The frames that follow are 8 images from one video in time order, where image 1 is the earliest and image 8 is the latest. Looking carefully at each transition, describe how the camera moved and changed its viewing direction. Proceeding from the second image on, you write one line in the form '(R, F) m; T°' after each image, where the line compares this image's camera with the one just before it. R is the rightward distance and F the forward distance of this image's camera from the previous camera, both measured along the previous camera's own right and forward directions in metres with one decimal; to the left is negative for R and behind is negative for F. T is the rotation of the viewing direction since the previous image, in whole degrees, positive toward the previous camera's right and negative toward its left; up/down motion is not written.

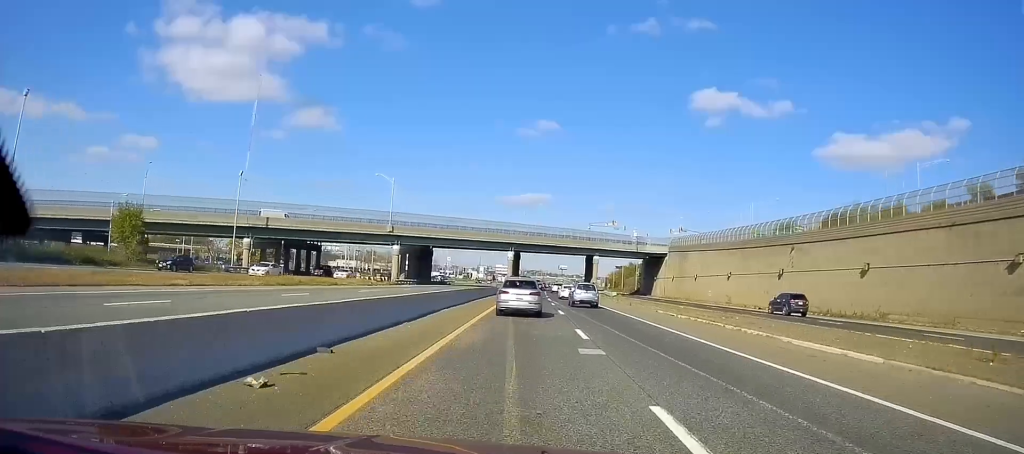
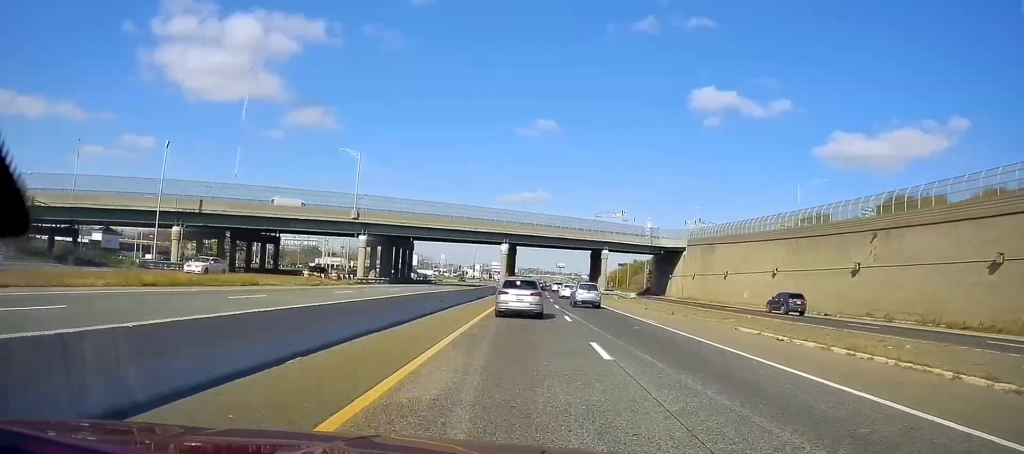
(0.0, +17.2) m; 0°
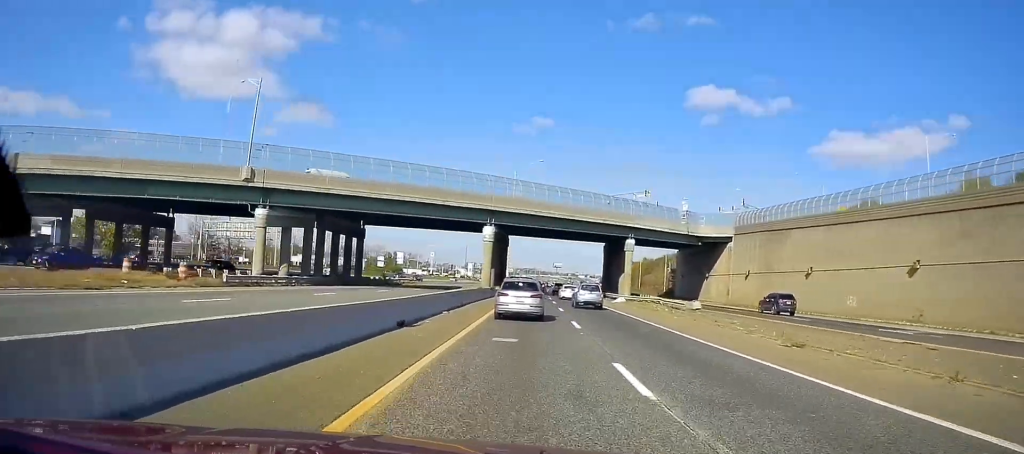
(+0.4, +28.1) m; +1°
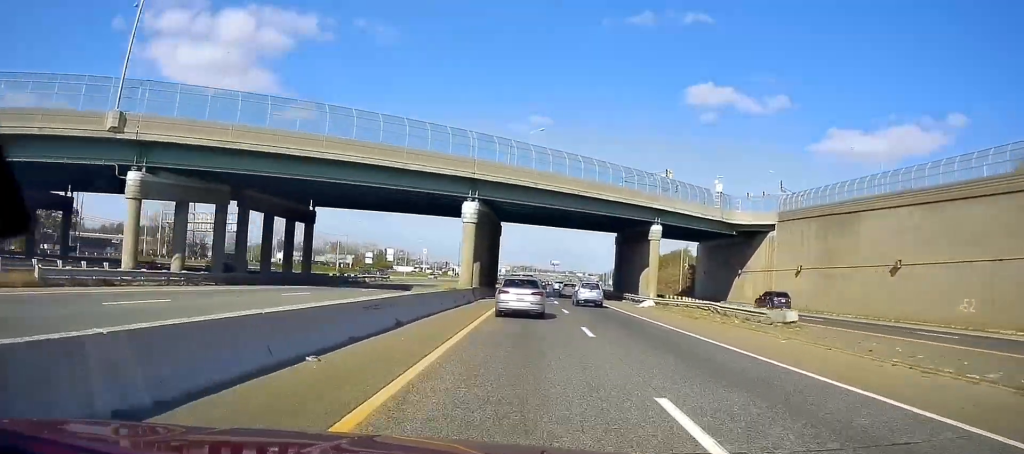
(+0.1, +16.2) m; 0°
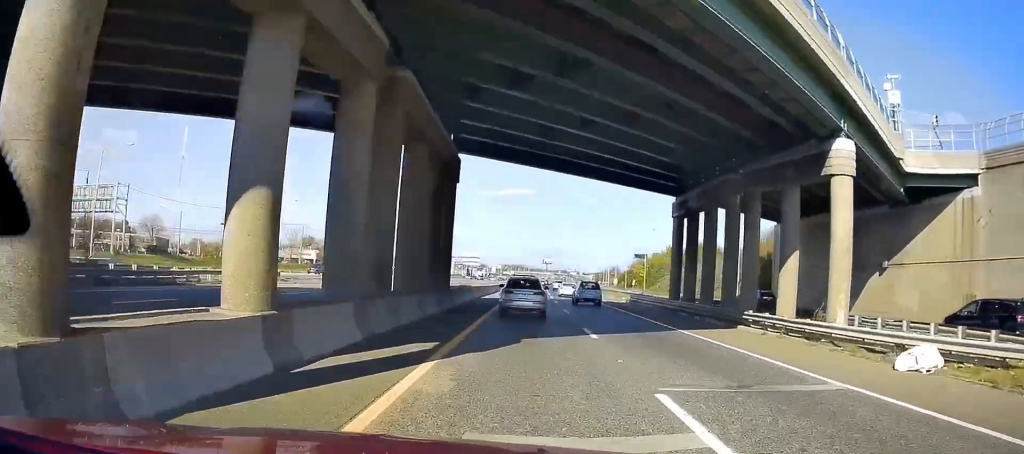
(+0.2, +35.5) m; 0°
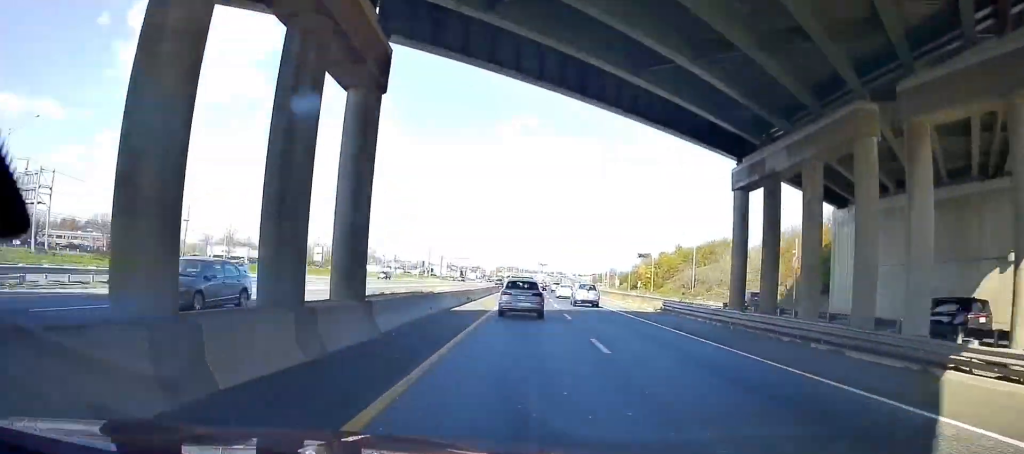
(+0.1, +14.8) m; 0°
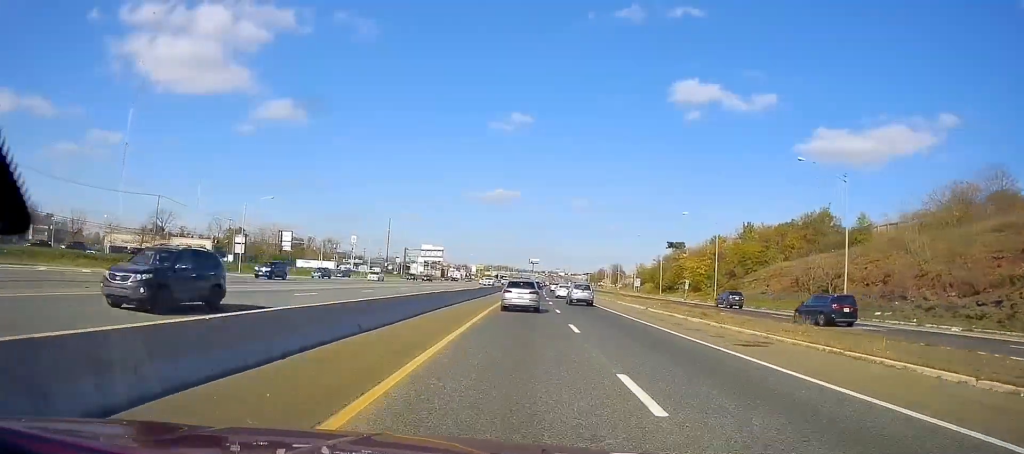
(+0.1, +53.4) m; +1°
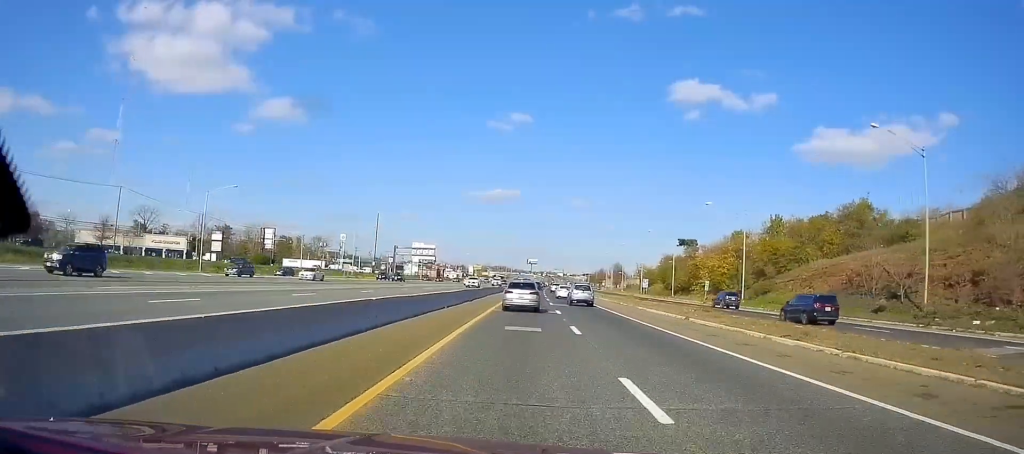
(0.0, +12.1) m; 0°
